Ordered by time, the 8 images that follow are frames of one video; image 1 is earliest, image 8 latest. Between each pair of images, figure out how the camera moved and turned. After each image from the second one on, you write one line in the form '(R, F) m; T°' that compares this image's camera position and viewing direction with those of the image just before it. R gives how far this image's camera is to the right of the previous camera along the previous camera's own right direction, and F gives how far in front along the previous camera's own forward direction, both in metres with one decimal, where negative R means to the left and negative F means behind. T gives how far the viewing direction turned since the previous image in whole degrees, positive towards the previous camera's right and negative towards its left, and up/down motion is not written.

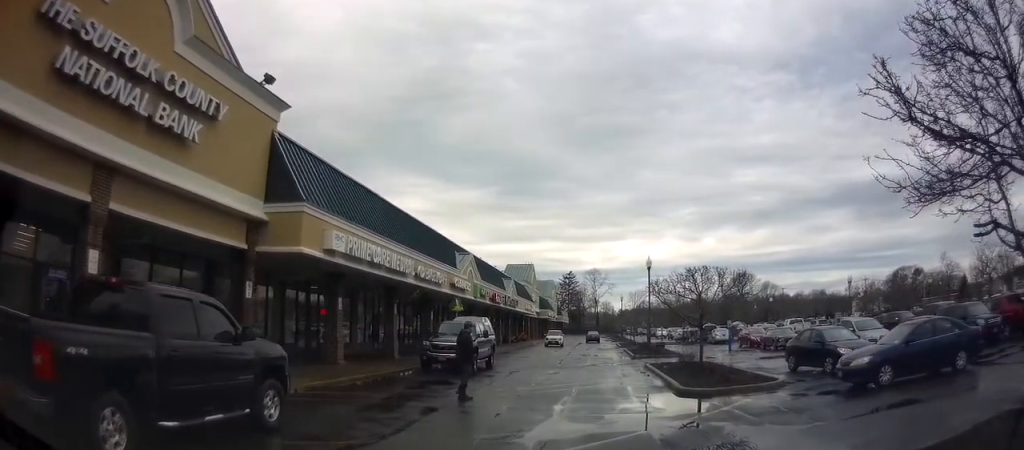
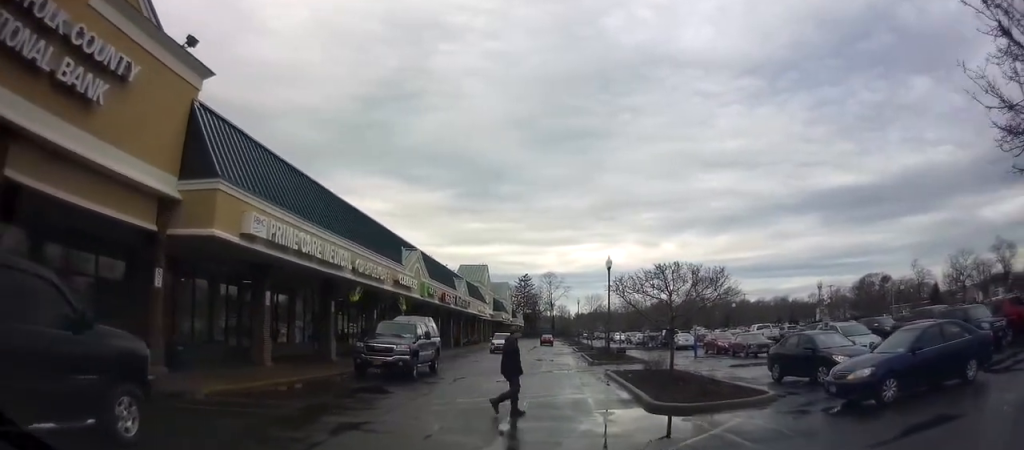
(-0.1, +2.9) m; +9°
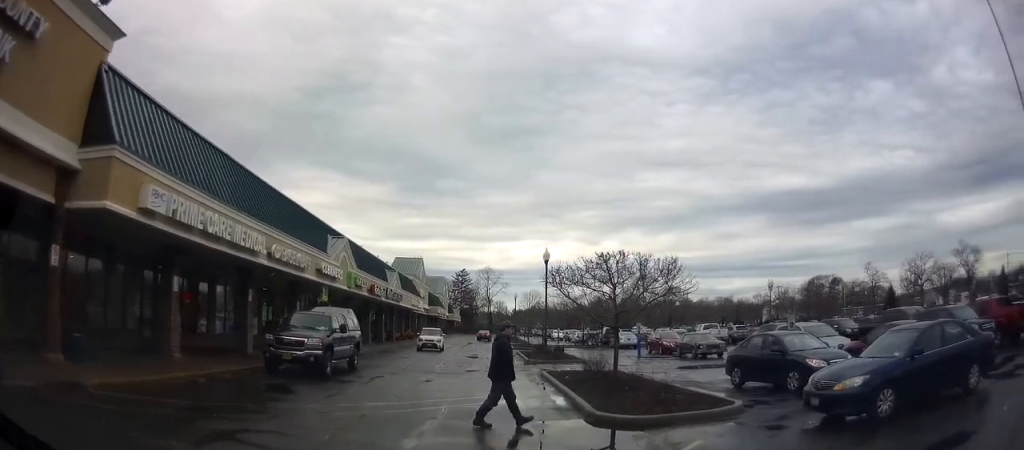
(+0.4, +2.5) m; +23°
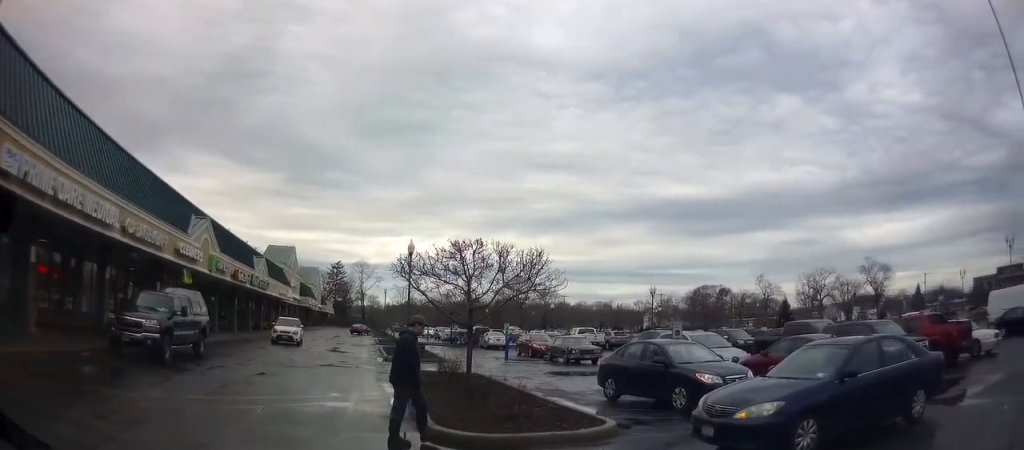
(+0.7, +2.7) m; +29°
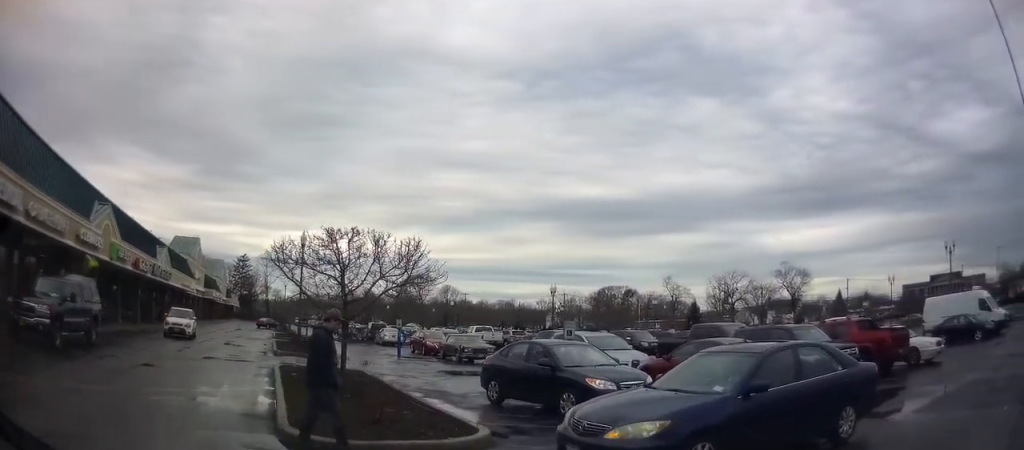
(+0.2, +1.7) m; +15°
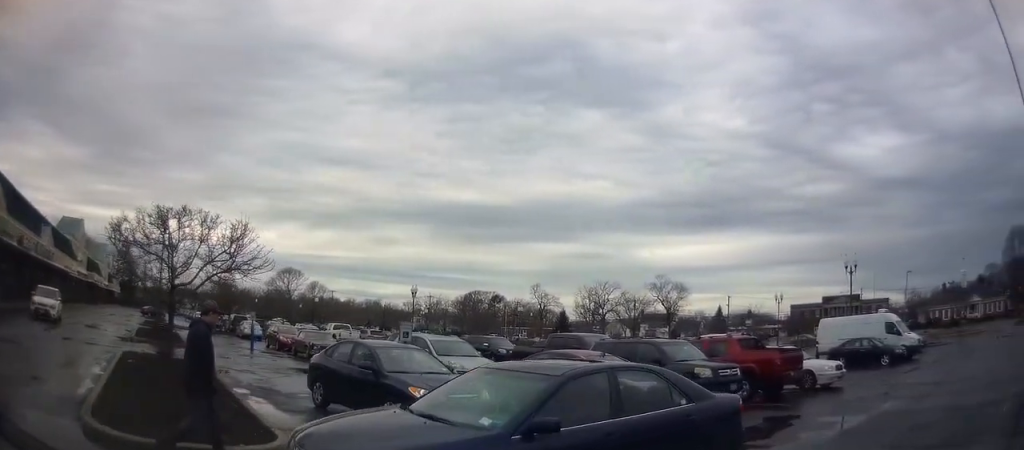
(+0.4, +2.2) m; +10°
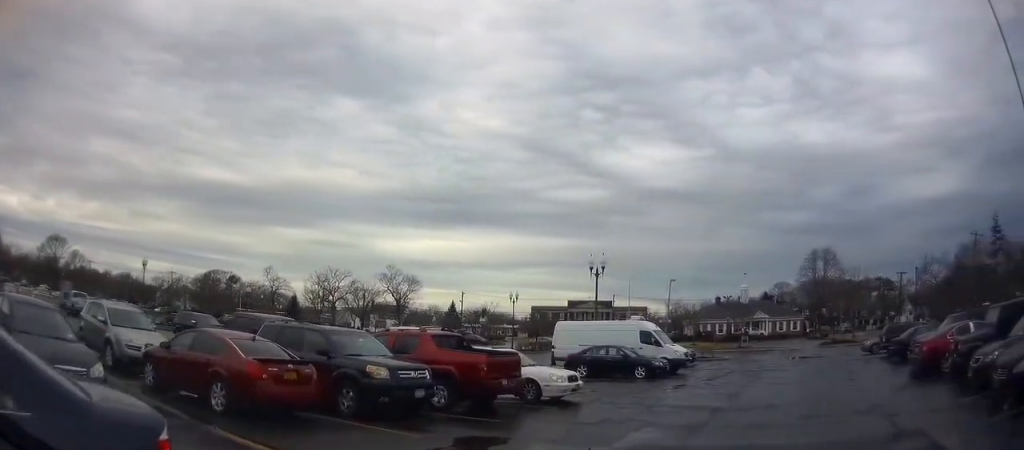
(+0.8, +3.3) m; +36°
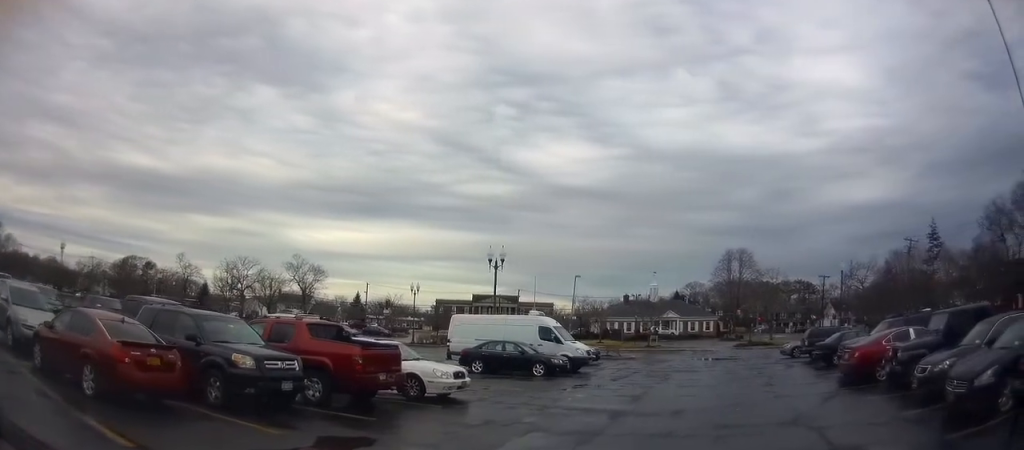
(+0.1, +1.2) m; +11°
